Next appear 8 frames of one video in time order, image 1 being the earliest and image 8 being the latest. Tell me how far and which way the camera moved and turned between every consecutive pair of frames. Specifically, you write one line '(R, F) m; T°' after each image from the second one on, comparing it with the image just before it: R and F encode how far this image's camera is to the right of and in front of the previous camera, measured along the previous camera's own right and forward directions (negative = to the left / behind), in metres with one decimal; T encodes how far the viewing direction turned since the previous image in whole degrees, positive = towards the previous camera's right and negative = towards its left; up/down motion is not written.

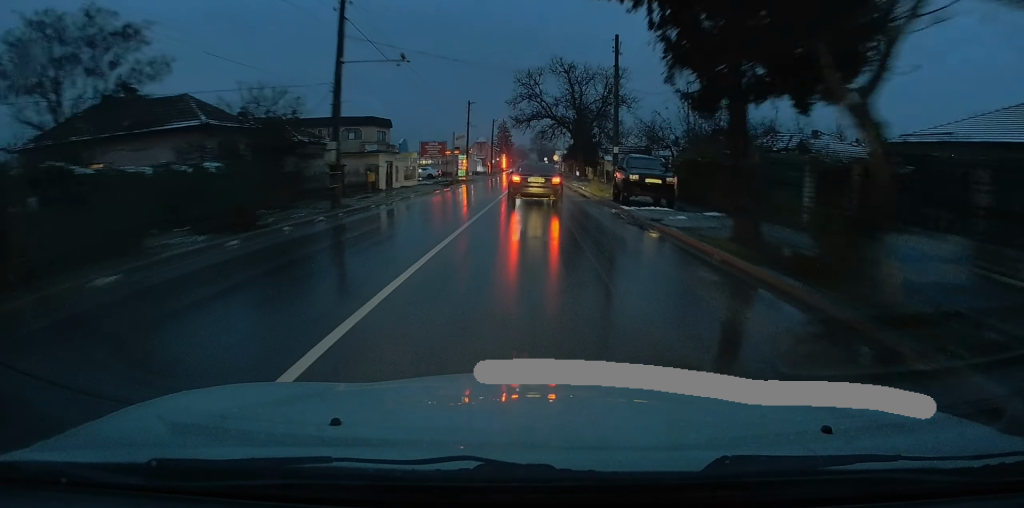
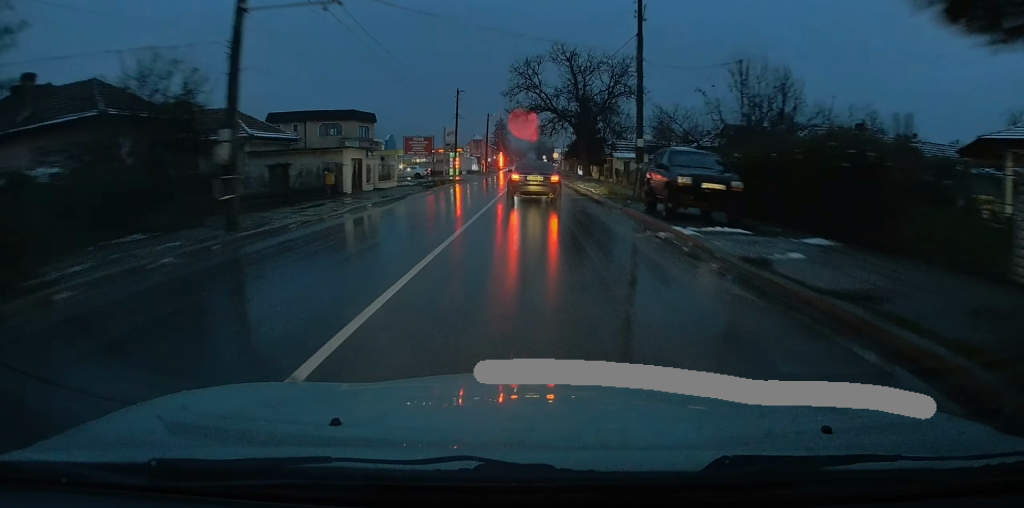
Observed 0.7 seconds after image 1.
(0.0, +7.4) m; 0°
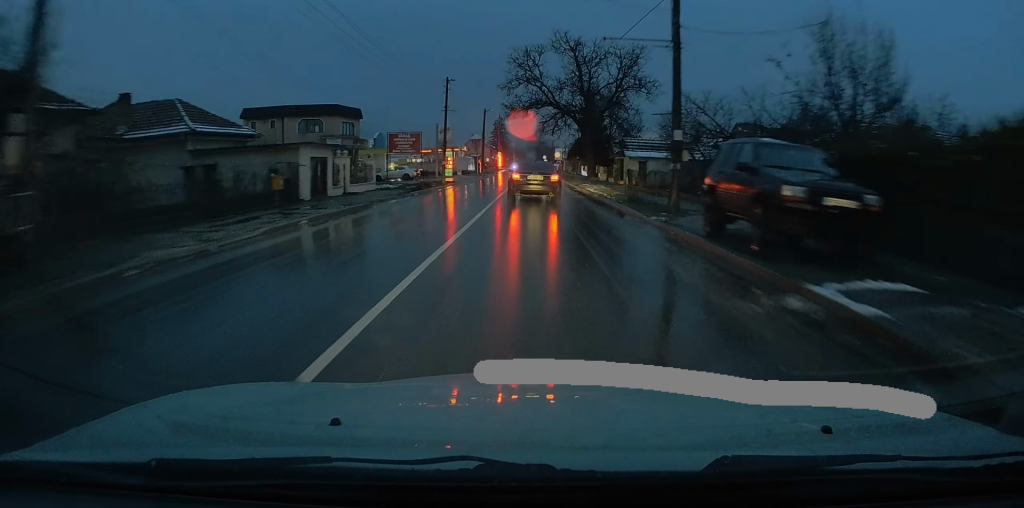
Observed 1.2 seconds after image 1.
(0.0, +6.4) m; 0°
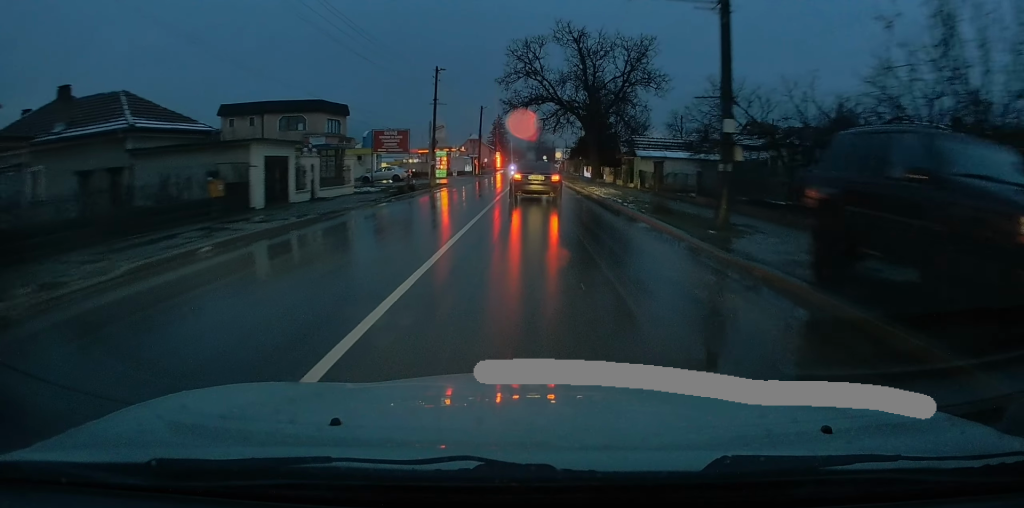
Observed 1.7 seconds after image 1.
(0.0, +4.9) m; 0°
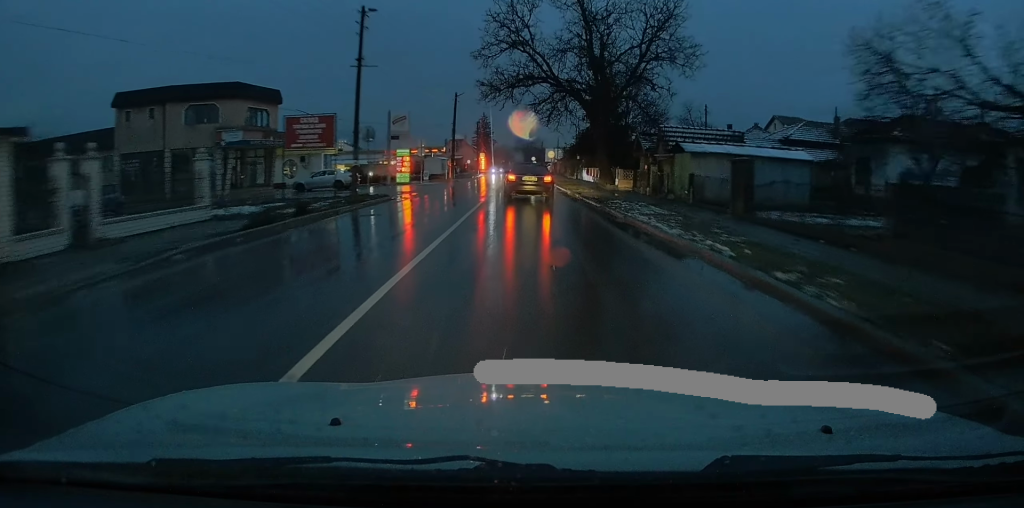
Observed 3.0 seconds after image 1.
(+0.1, +15.0) m; +1°
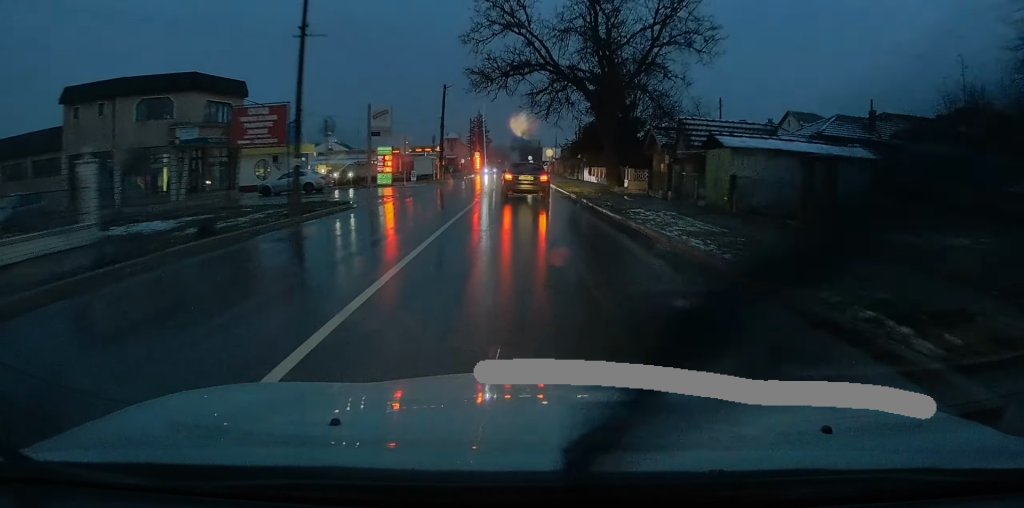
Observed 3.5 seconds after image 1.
(+0.1, +5.7) m; +1°
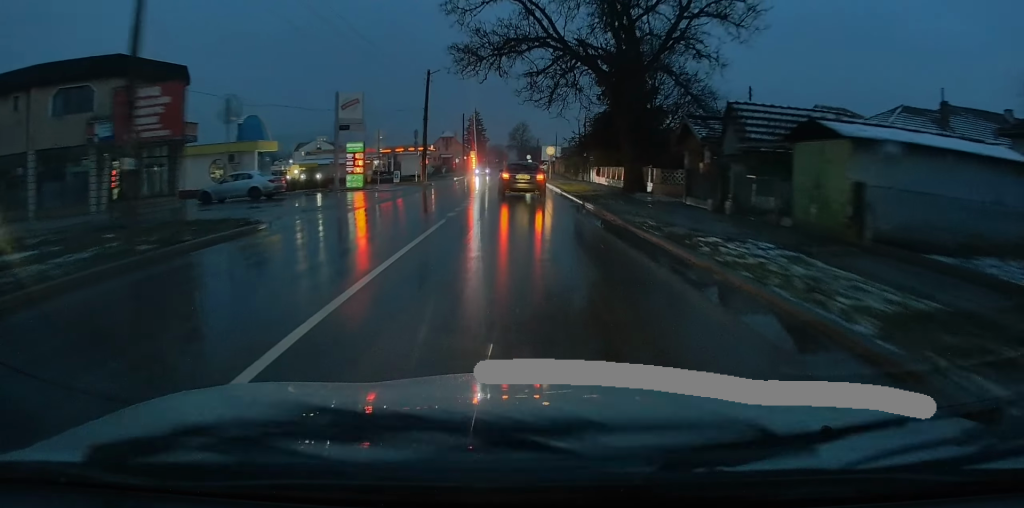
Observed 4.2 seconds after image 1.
(0.0, +7.9) m; +1°
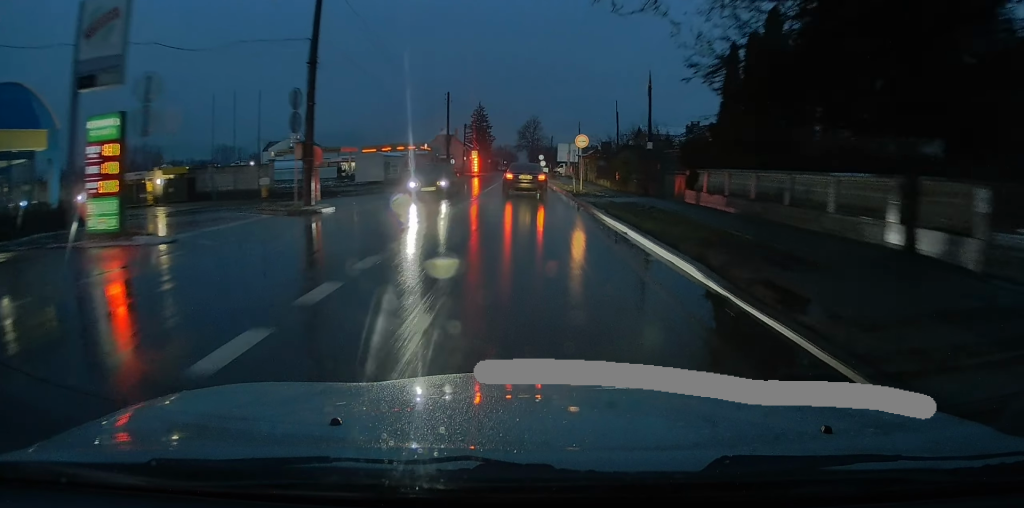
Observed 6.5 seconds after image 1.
(-0.3, +26.0) m; -2°
